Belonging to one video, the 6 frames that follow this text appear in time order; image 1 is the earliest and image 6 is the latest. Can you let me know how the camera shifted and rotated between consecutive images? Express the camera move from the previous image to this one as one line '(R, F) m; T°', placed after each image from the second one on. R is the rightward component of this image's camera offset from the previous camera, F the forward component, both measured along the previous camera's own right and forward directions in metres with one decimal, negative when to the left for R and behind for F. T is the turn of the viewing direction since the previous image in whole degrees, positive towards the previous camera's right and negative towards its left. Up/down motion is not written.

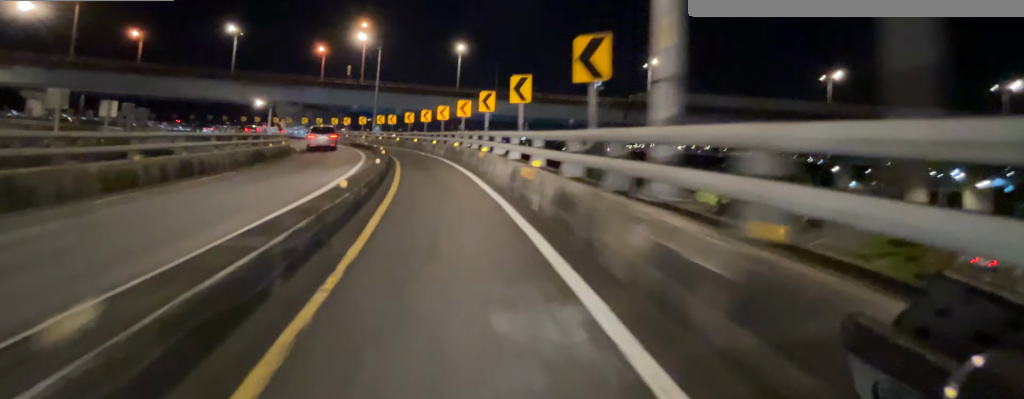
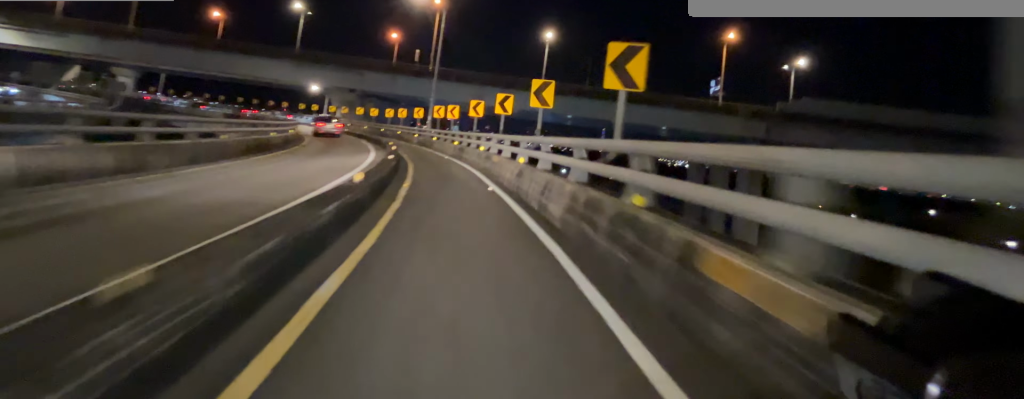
(-0.5, +11.4) m; -5°
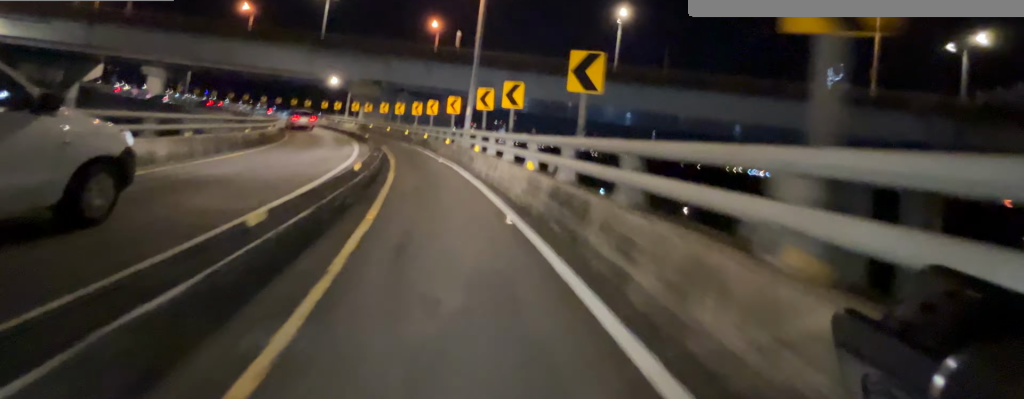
(-0.6, +11.4) m; -8°
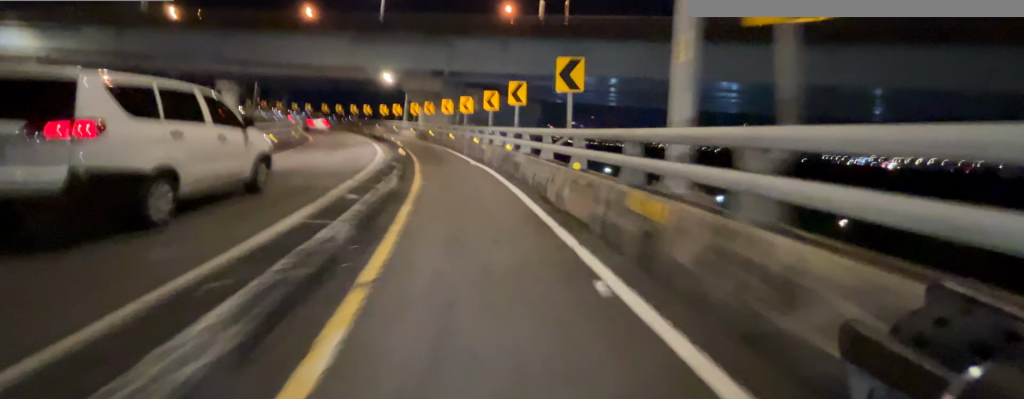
(-1.0, +12.3) m; -6°
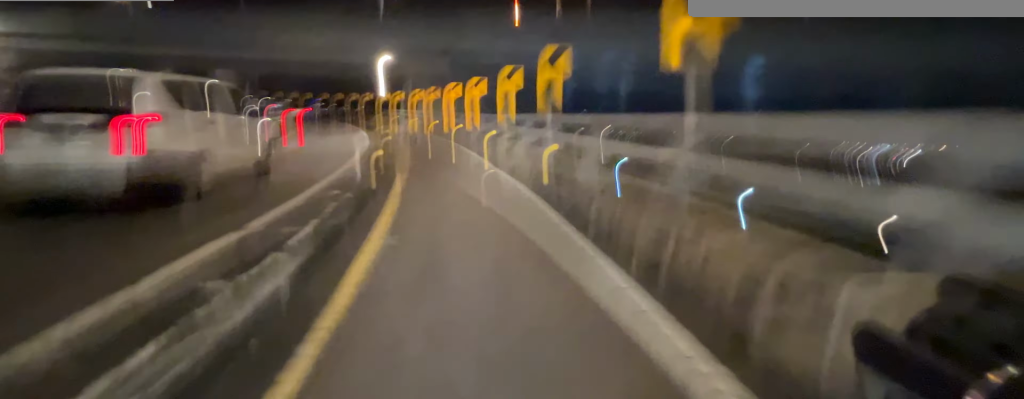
(-0.1, +5.1) m; -3°
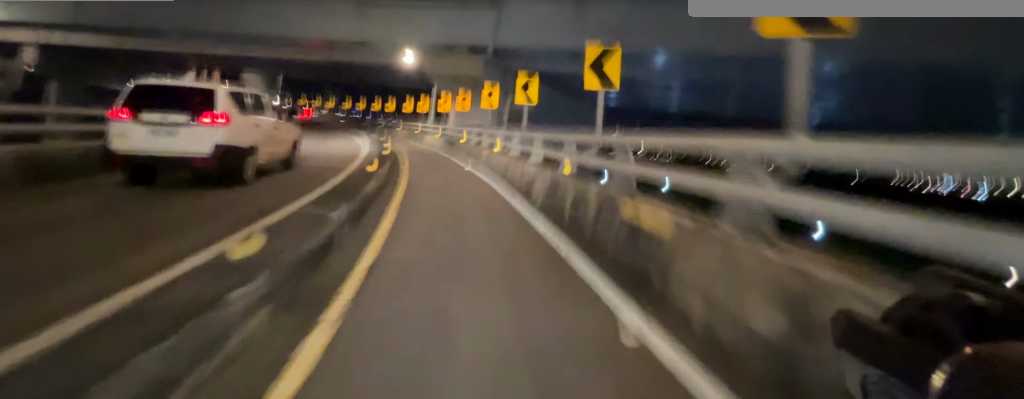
(+0.3, +6.7) m; -4°
